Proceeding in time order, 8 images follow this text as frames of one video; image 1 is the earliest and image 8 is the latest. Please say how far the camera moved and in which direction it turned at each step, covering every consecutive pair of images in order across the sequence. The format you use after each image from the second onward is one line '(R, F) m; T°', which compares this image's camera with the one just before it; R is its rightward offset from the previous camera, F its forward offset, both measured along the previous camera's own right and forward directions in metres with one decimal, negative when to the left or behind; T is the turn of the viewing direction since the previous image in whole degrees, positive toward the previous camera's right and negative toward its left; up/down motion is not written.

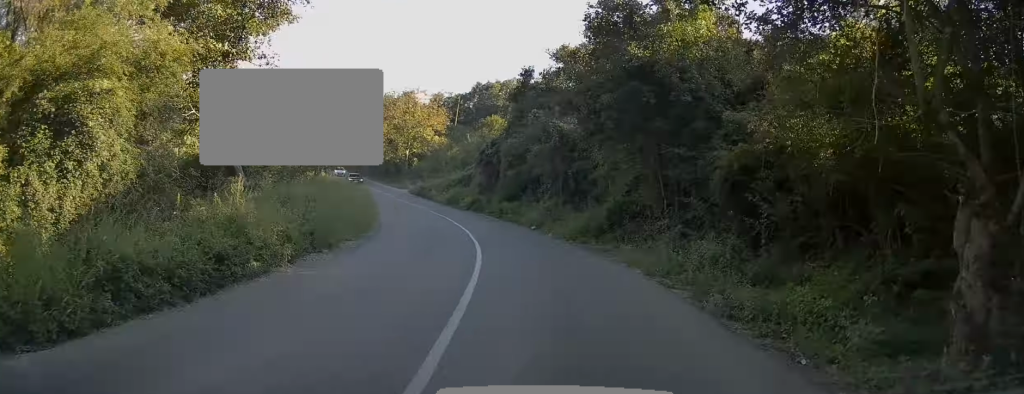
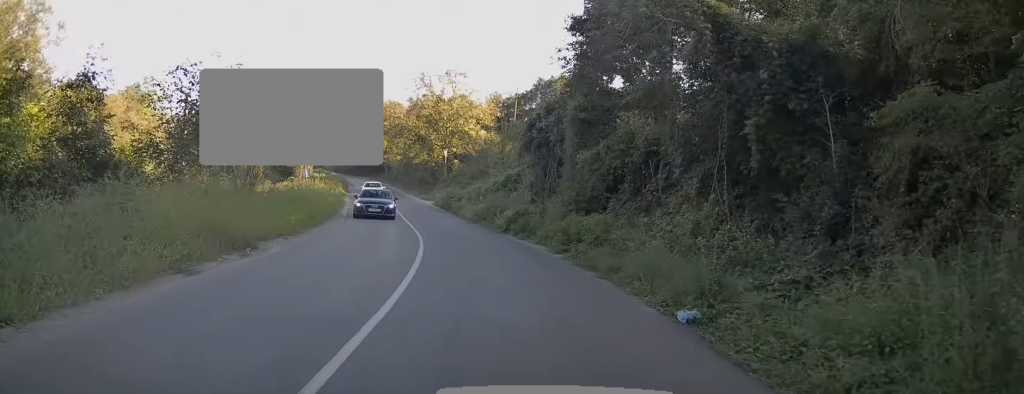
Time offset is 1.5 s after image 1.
(0.0, +20.8) m; -5°
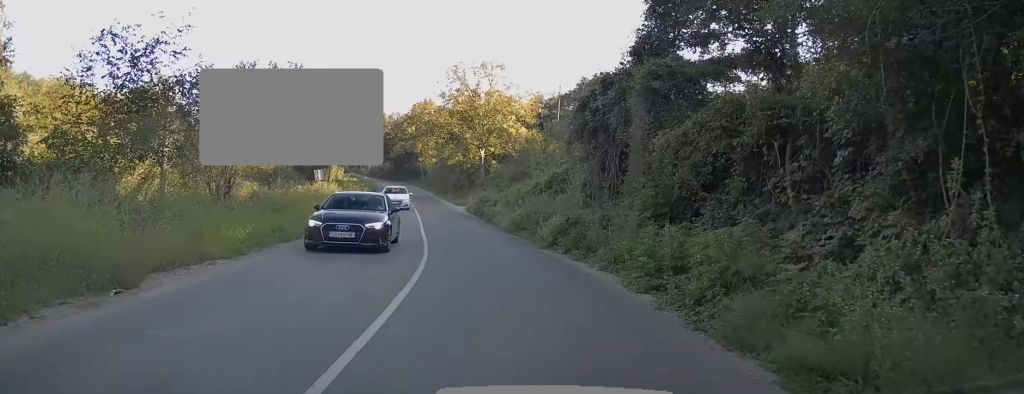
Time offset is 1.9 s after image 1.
(-0.5, +6.3) m; -4°
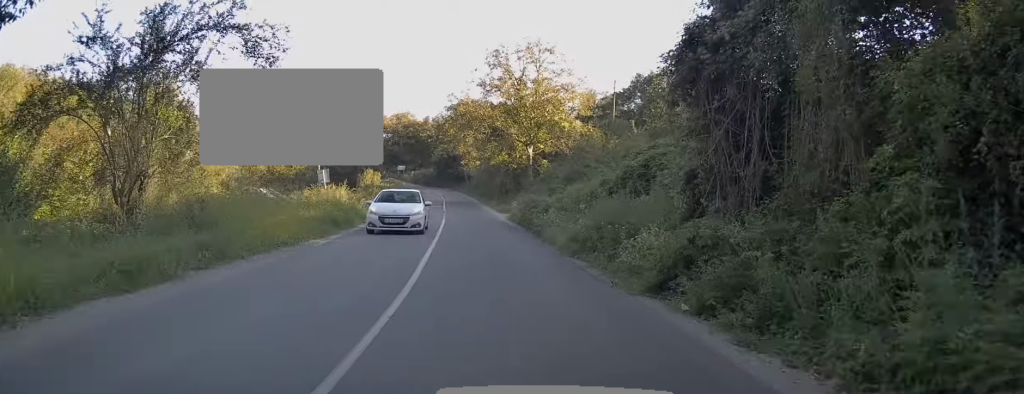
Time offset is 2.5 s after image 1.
(-0.2, +8.2) m; -5°
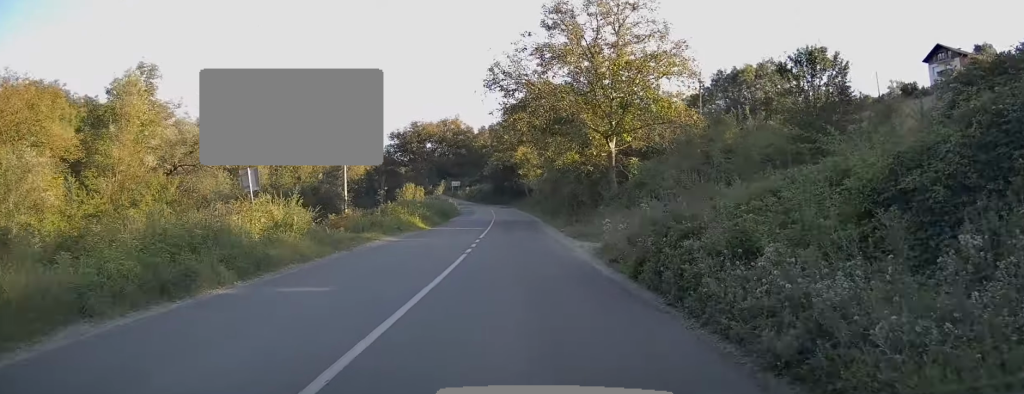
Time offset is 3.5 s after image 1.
(-0.9, +15.1) m; -6°
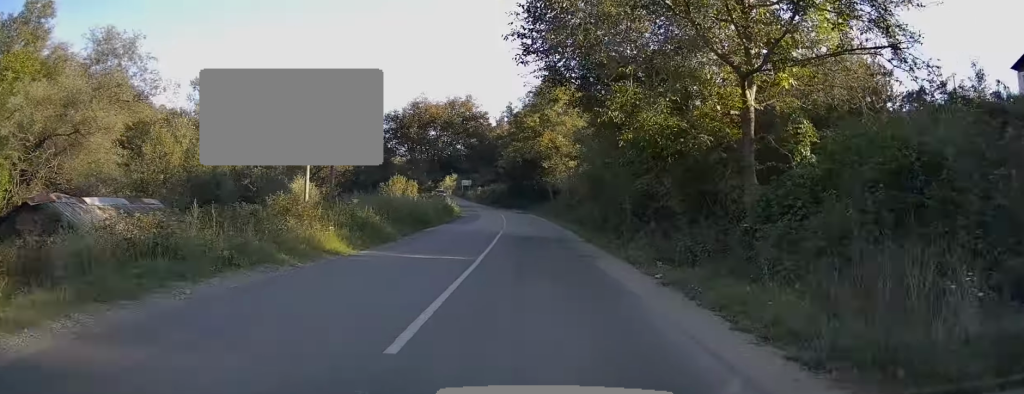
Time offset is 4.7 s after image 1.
(-0.7, +17.7) m; -3°
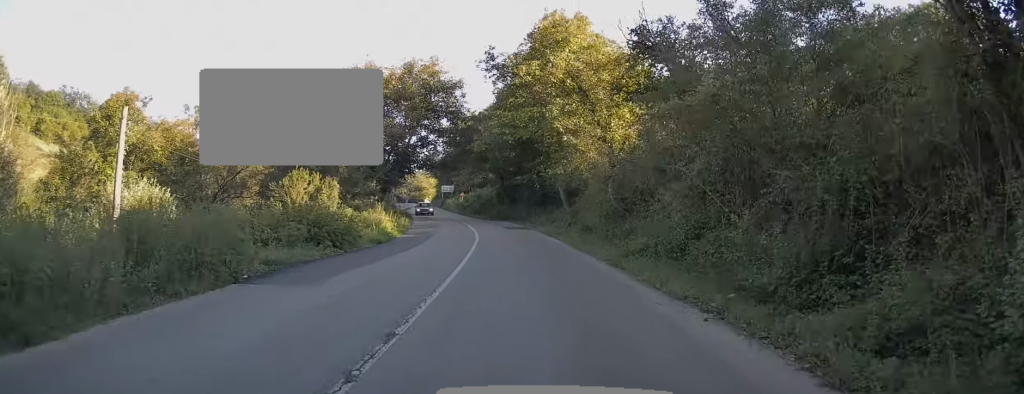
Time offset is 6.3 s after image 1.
(0.0, +24.6) m; 0°
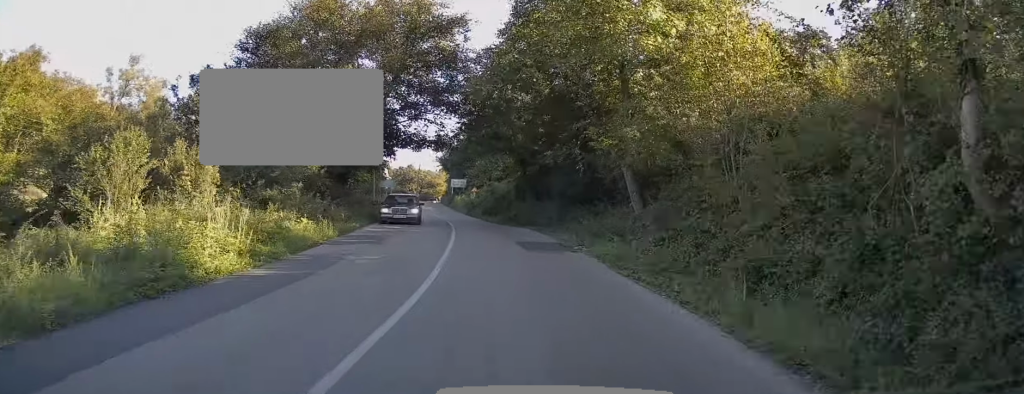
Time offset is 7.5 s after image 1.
(-0.1, +17.5) m; -2°
